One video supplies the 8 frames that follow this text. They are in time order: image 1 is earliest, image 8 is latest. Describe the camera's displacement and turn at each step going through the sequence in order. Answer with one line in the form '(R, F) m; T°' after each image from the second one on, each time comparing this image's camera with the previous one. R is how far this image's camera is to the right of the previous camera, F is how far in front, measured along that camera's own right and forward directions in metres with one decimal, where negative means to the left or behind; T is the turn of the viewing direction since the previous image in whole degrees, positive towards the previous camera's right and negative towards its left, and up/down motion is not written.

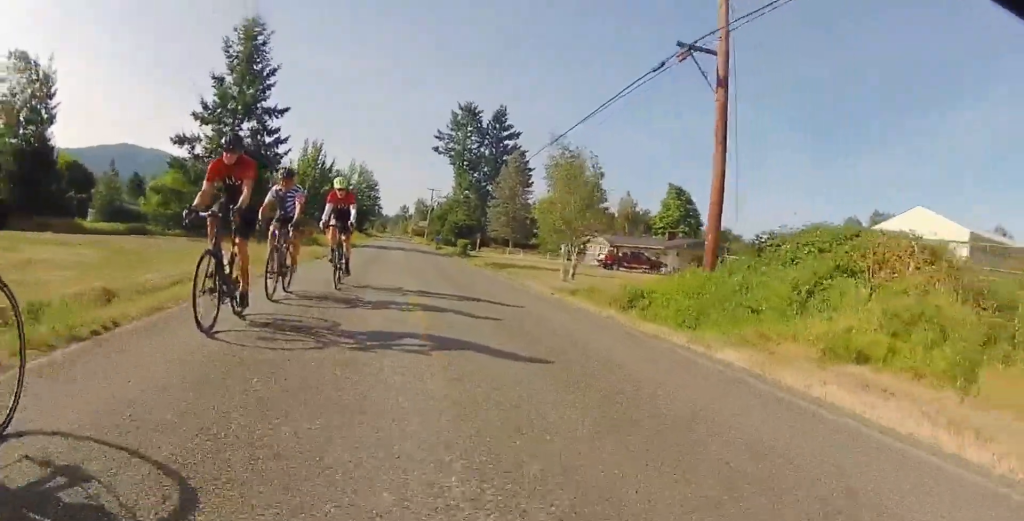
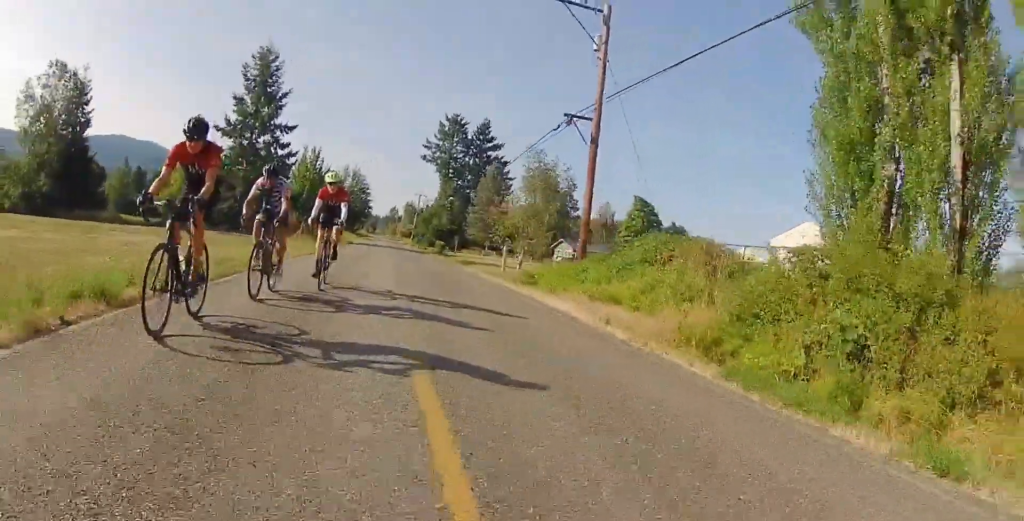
(0.0, +8.0) m; +1°
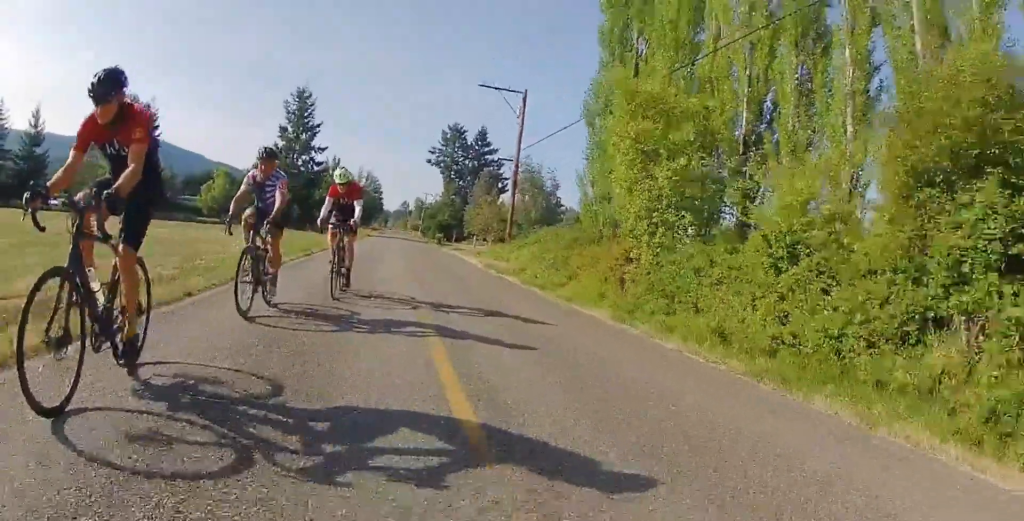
(+0.4, +16.3) m; +1°
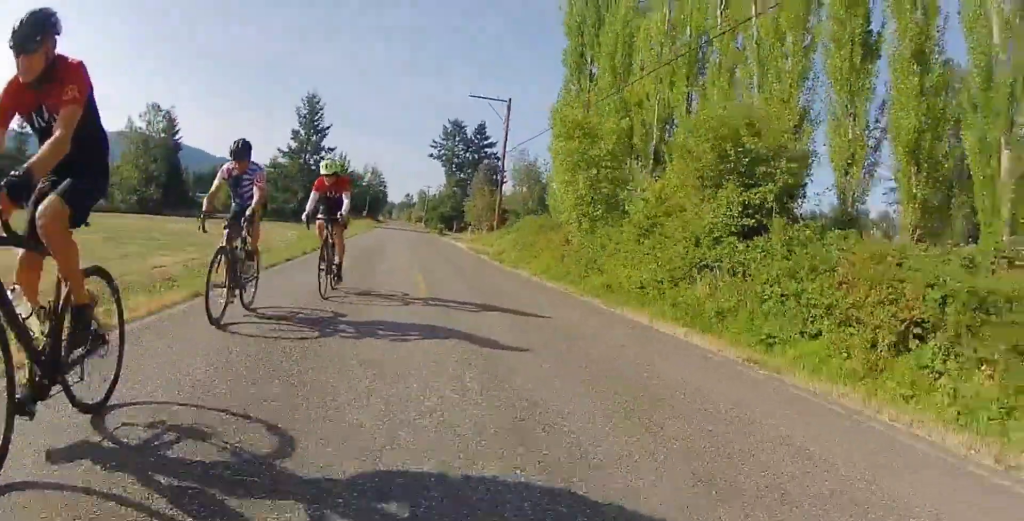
(-0.1, +6.3) m; -1°
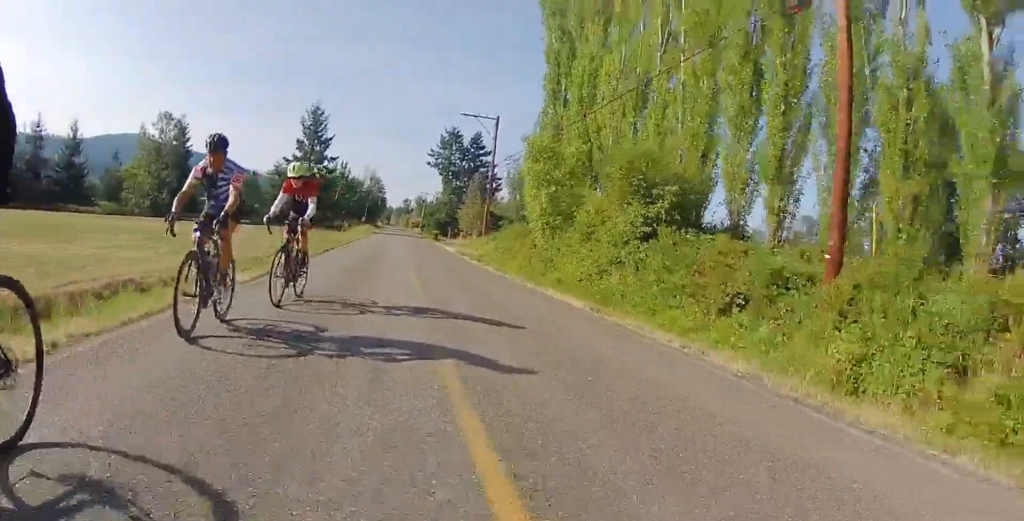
(0.0, +4.6) m; 0°
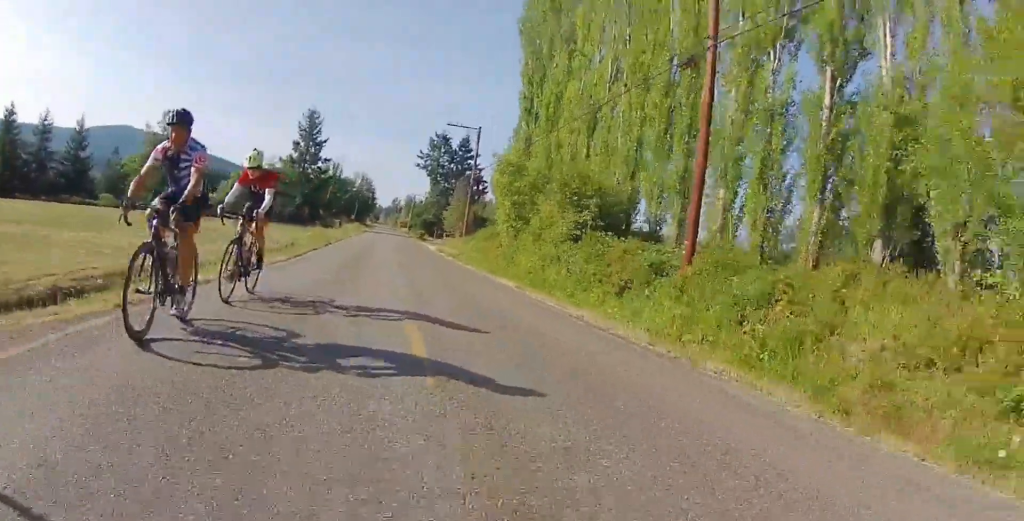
(0.0, +4.6) m; 0°
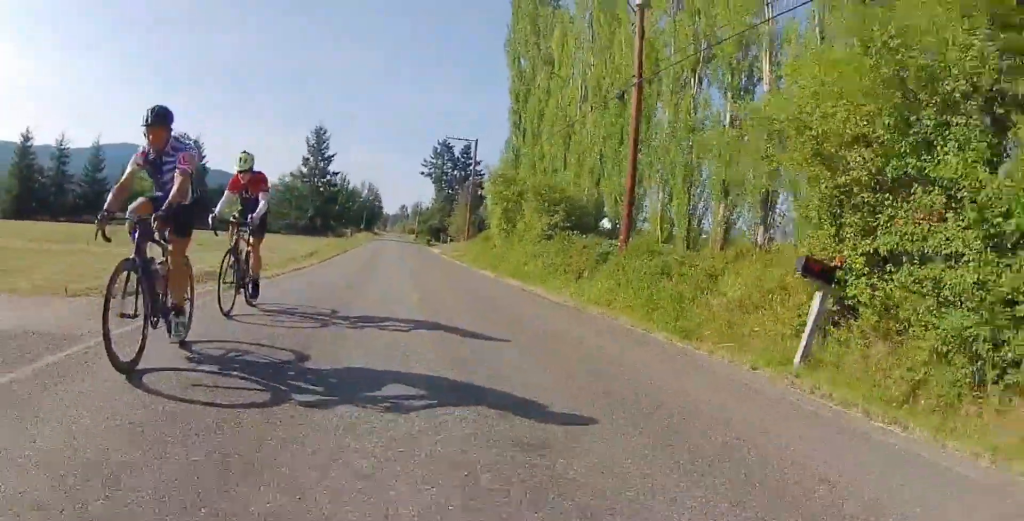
(0.0, +4.6) m; +1°
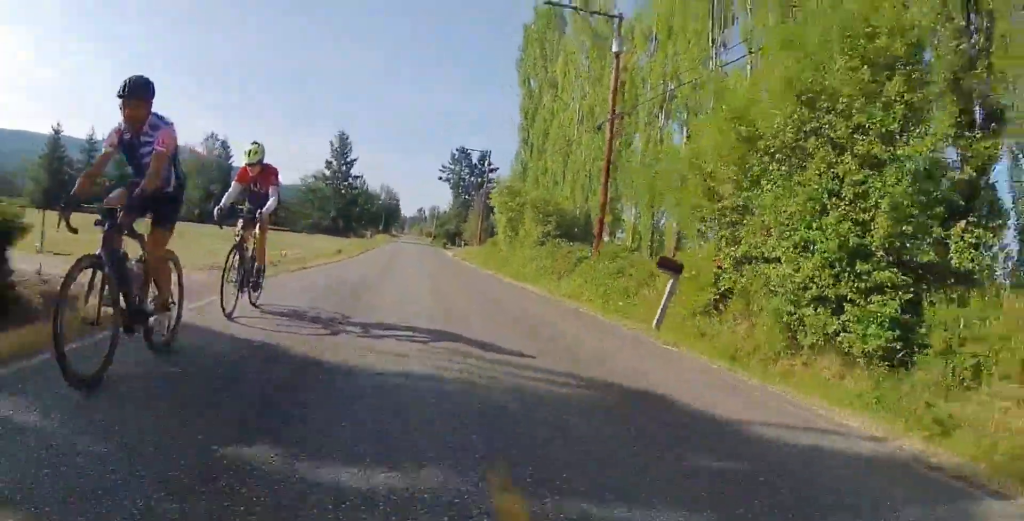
(0.0, +4.3) m; +1°
